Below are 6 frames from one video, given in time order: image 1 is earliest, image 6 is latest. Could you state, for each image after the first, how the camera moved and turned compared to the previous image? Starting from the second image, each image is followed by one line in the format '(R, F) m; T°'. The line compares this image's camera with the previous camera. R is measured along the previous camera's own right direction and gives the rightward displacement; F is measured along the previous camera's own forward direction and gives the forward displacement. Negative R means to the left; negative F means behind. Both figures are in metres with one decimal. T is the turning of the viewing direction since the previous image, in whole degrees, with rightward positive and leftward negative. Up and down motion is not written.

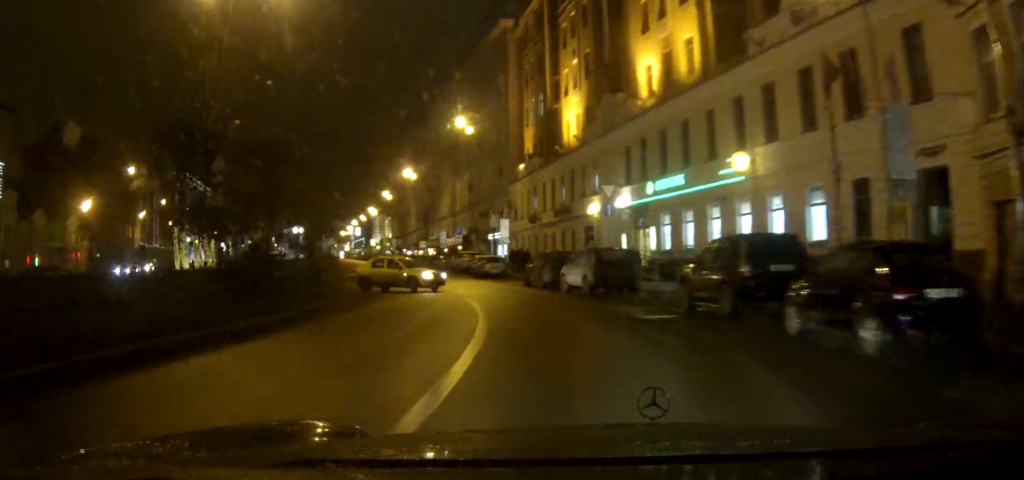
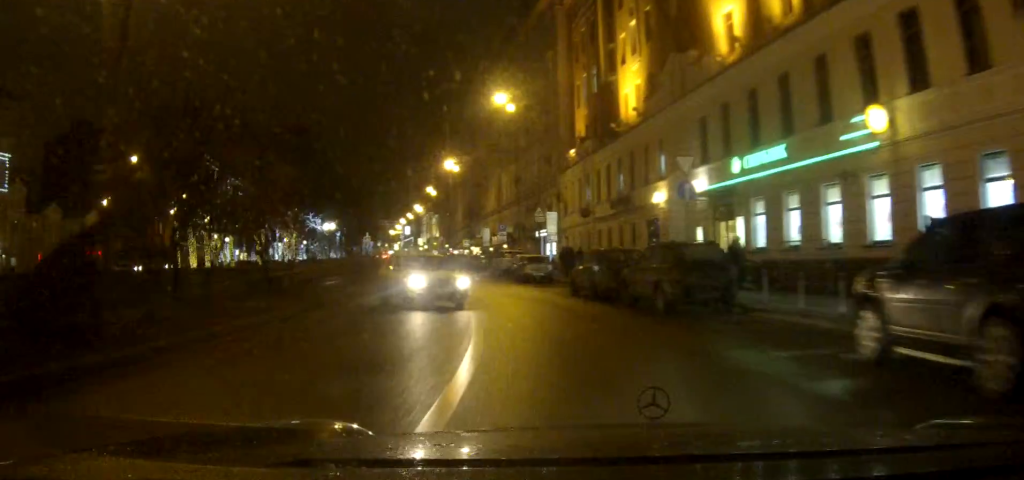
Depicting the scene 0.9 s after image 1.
(-0.3, +8.8) m; -4°
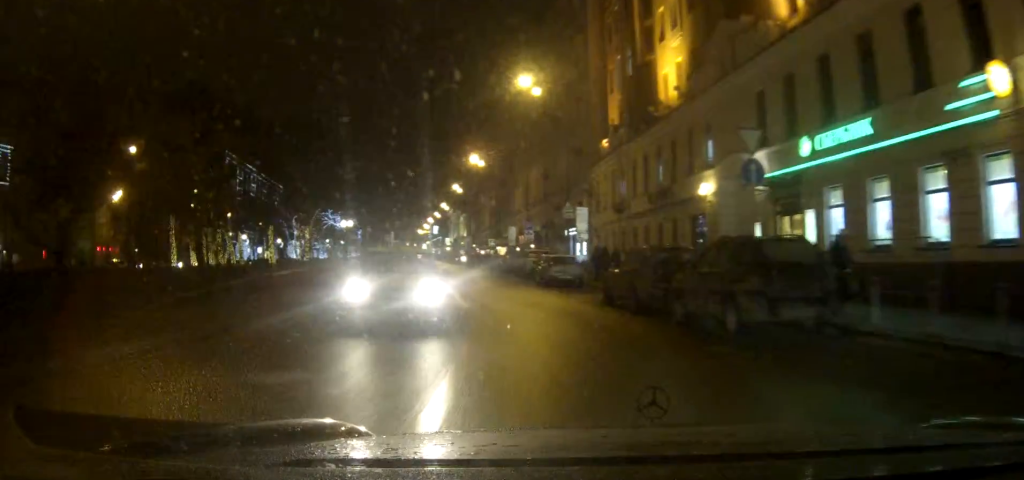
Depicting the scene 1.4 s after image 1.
(0.0, +5.2) m; -2°
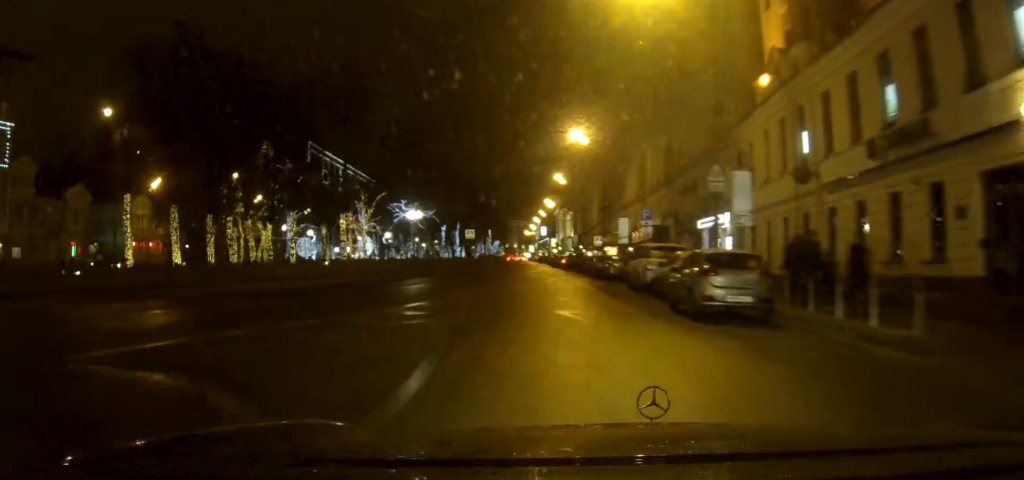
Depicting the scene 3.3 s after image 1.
(-1.5, +18.2) m; -8°
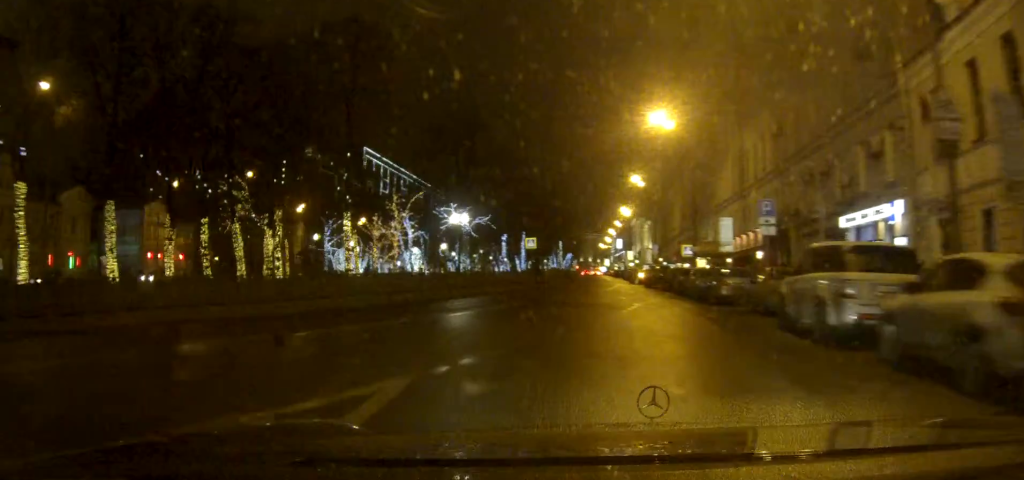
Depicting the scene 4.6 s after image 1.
(-0.7, +13.3) m; -5°
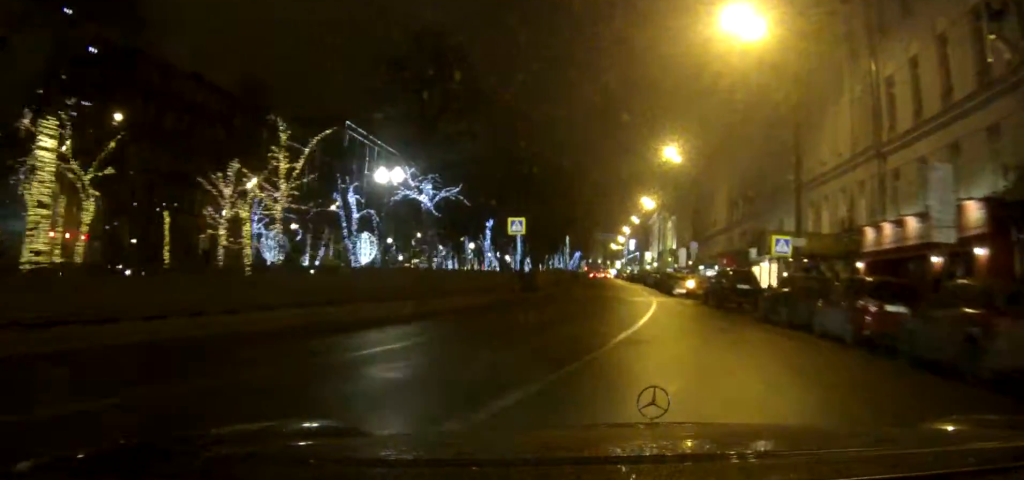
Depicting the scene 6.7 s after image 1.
(-0.8, +22.7) m; -3°
